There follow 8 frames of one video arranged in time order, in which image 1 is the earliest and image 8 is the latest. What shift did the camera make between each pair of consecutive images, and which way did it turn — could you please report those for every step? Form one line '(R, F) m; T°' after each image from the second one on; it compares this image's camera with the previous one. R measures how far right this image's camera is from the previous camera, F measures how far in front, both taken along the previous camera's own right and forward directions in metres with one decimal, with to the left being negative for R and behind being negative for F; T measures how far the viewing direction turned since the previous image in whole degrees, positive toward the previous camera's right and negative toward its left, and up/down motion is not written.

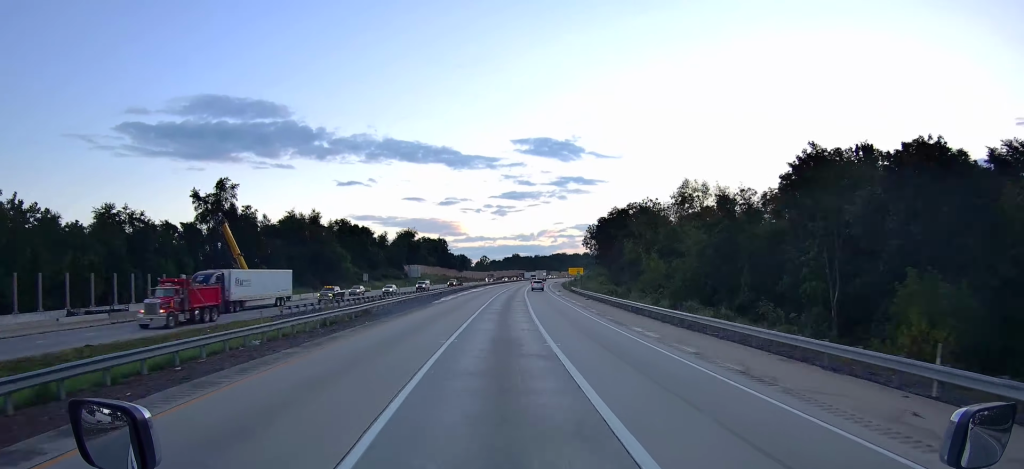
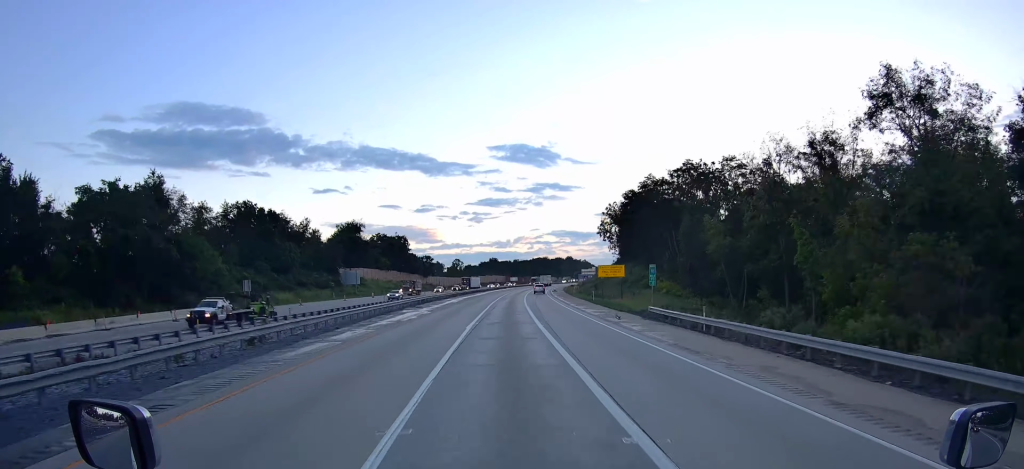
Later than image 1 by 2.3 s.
(+2.2, +61.6) m; +3°
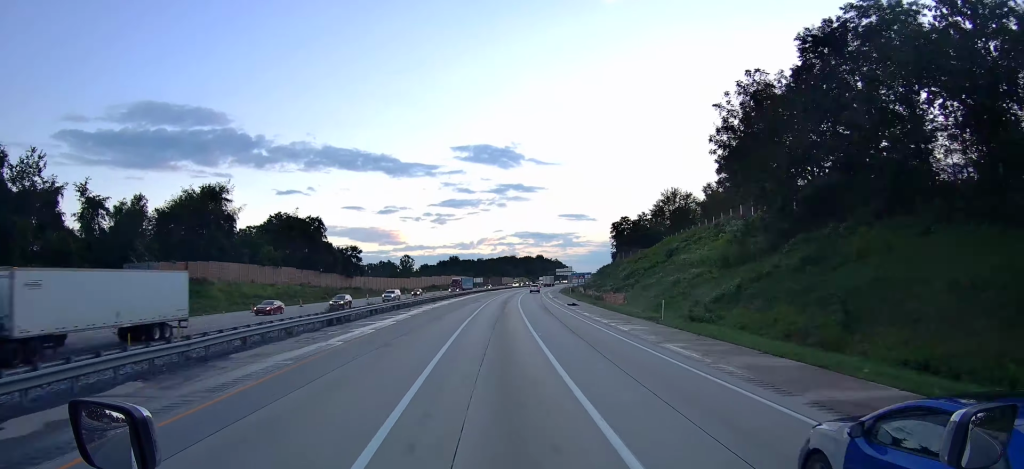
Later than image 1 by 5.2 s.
(+2.5, +77.1) m; +3°
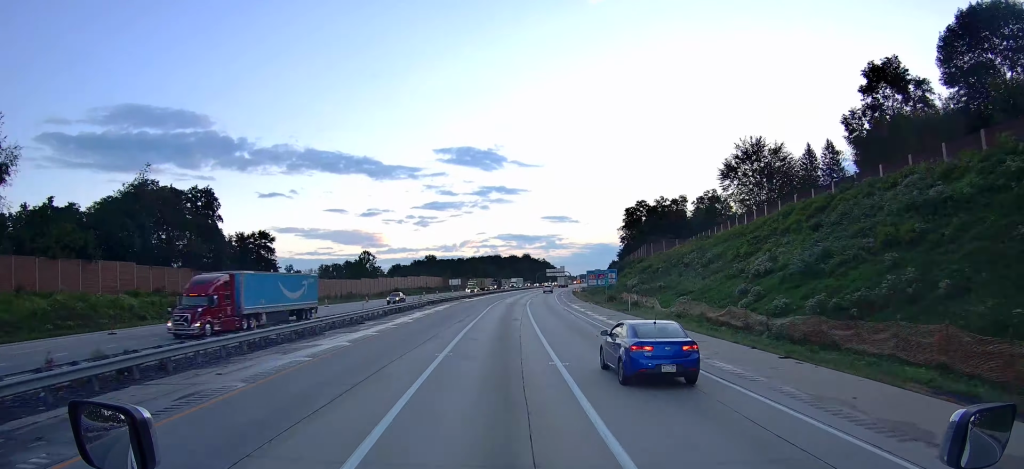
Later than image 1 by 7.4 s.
(+0.9, +58.0) m; +2°
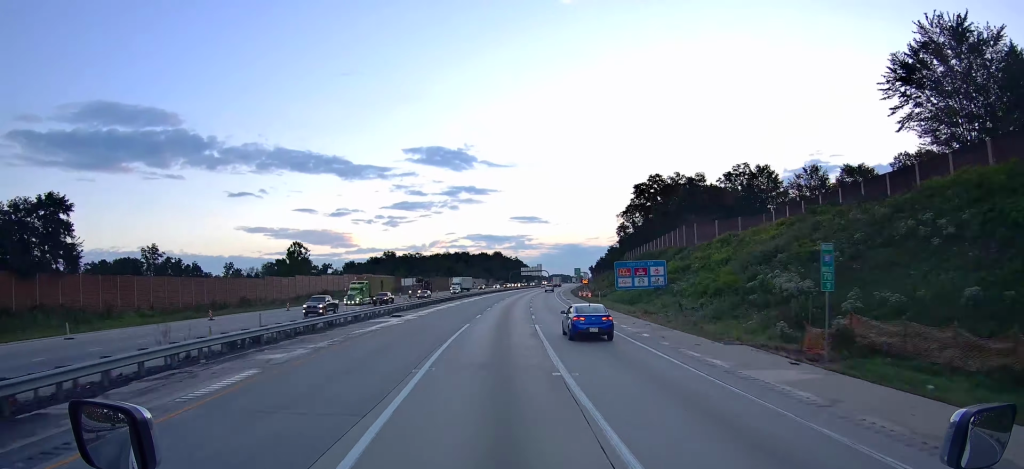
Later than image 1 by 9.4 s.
(-0.1, +52.5) m; +2°
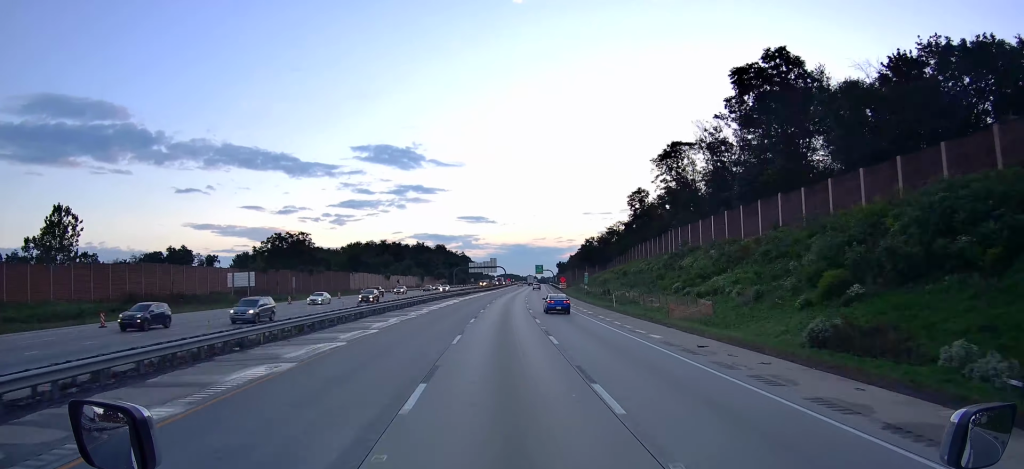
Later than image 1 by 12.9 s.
(+4.1, +91.3) m; +5°
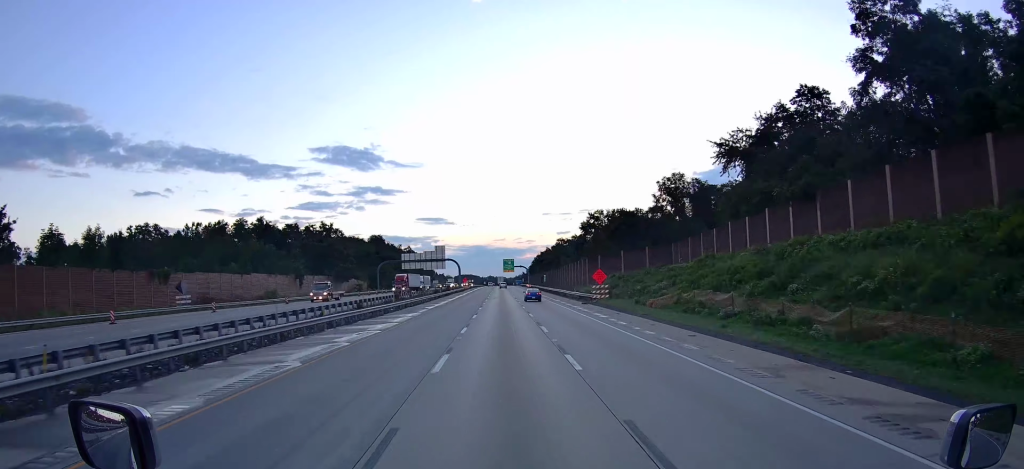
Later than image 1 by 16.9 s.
(+4.3, +104.6) m; +4°
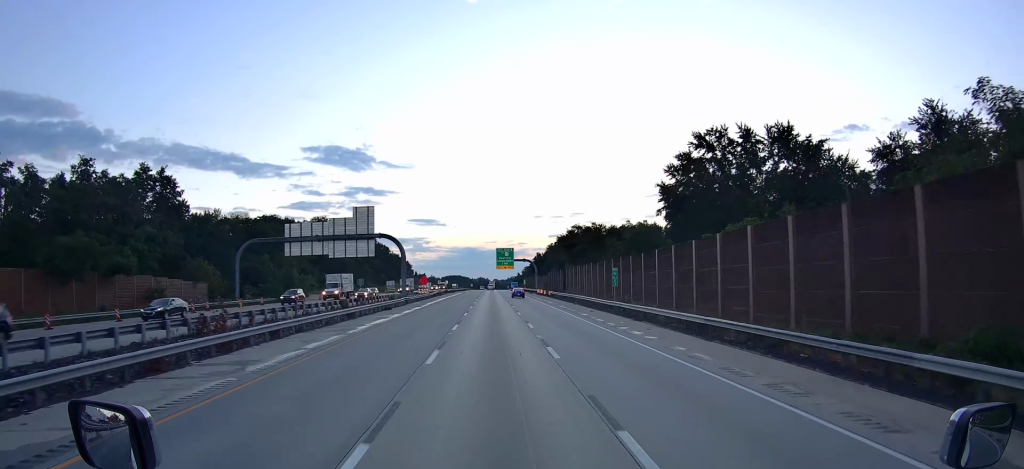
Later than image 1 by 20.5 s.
(+1.6, +94.9) m; +1°
